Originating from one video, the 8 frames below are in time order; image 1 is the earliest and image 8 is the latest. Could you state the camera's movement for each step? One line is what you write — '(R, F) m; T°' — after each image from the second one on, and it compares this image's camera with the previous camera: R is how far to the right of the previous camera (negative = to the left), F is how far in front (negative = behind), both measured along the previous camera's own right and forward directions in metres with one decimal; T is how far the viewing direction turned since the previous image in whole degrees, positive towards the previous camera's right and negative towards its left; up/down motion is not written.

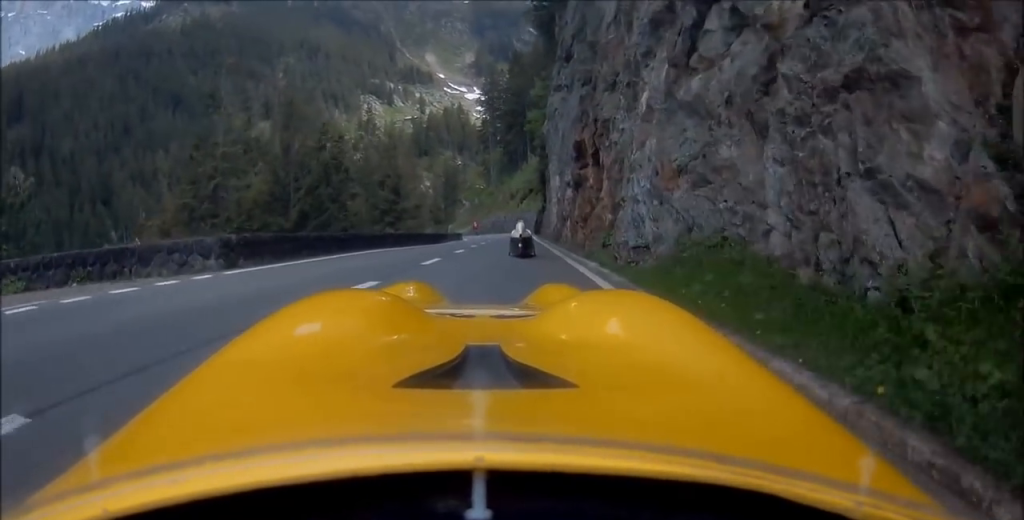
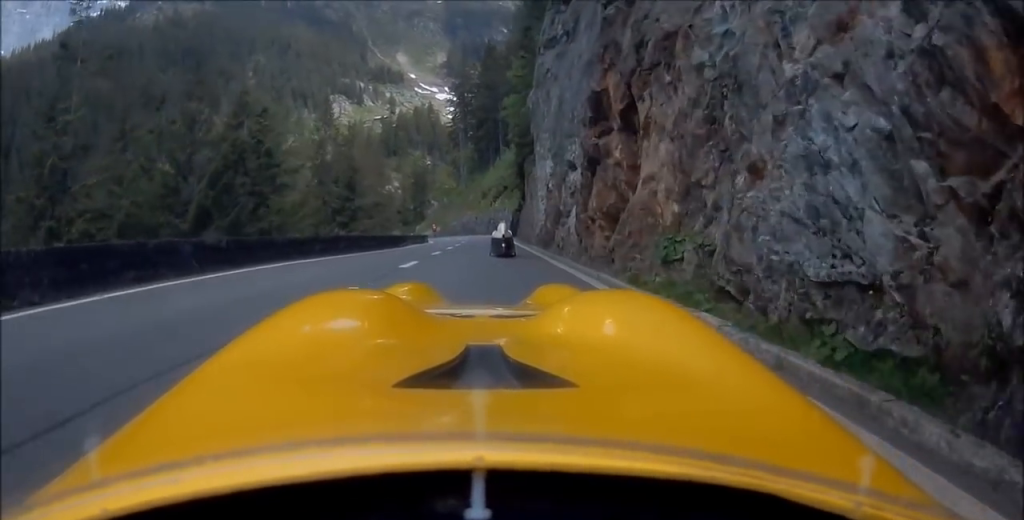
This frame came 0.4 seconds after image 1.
(0.0, +8.1) m; -1°
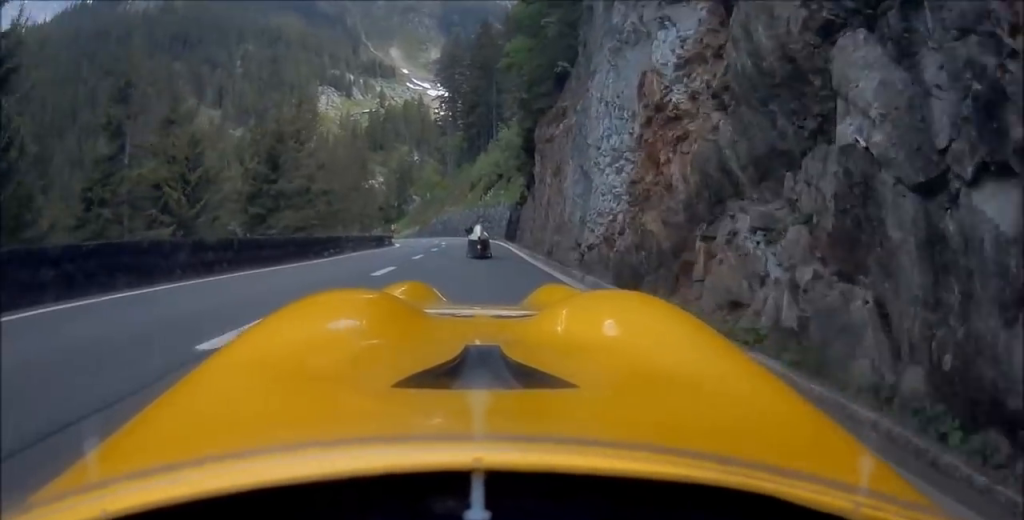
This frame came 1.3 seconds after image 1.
(0.0, +16.9) m; -2°
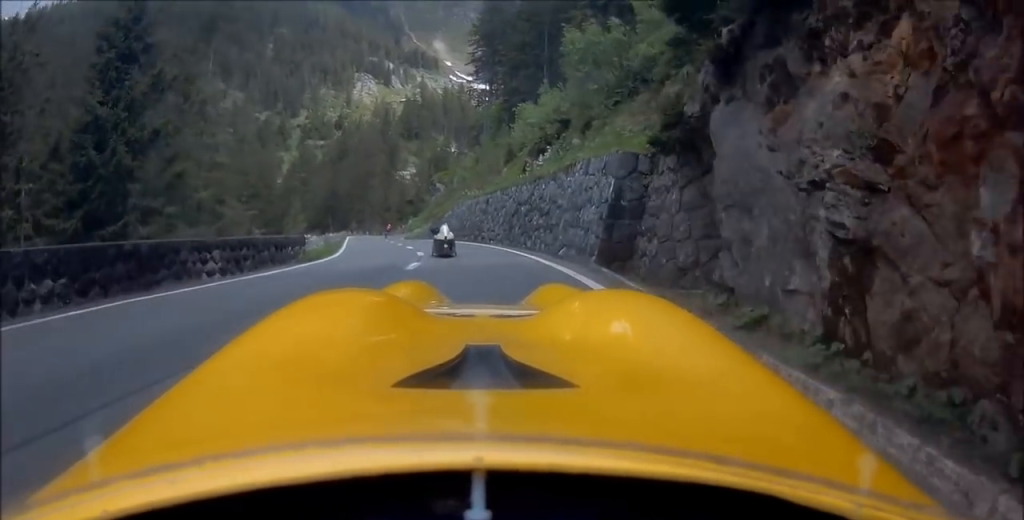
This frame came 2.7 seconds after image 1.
(-1.1, +28.6) m; -6°
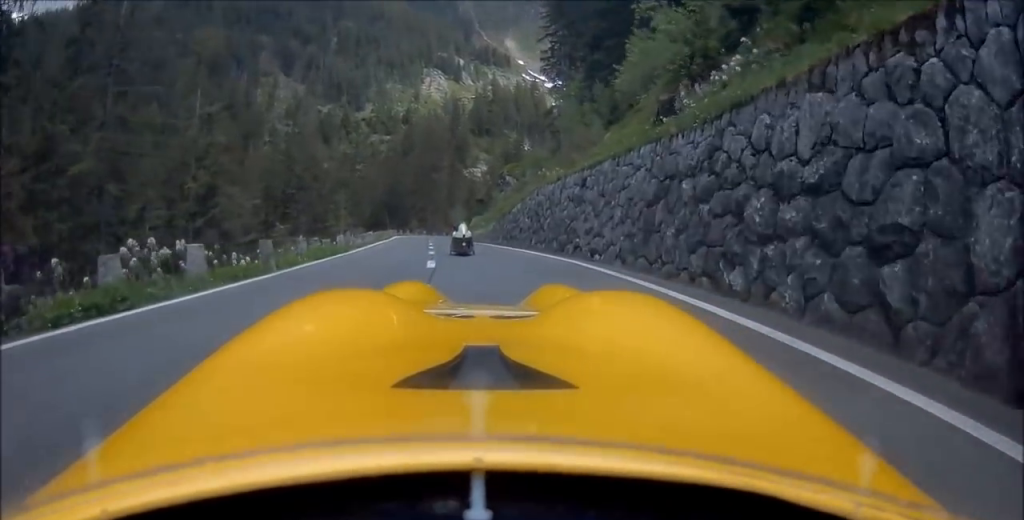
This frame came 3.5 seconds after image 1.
(-0.5, +15.6) m; -11°
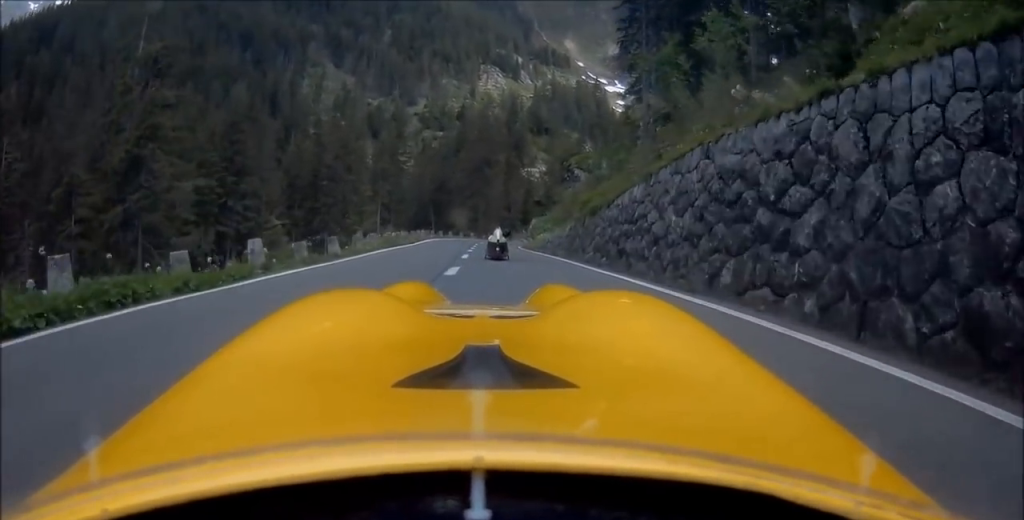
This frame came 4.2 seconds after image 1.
(-0.8, +16.4) m; -20°
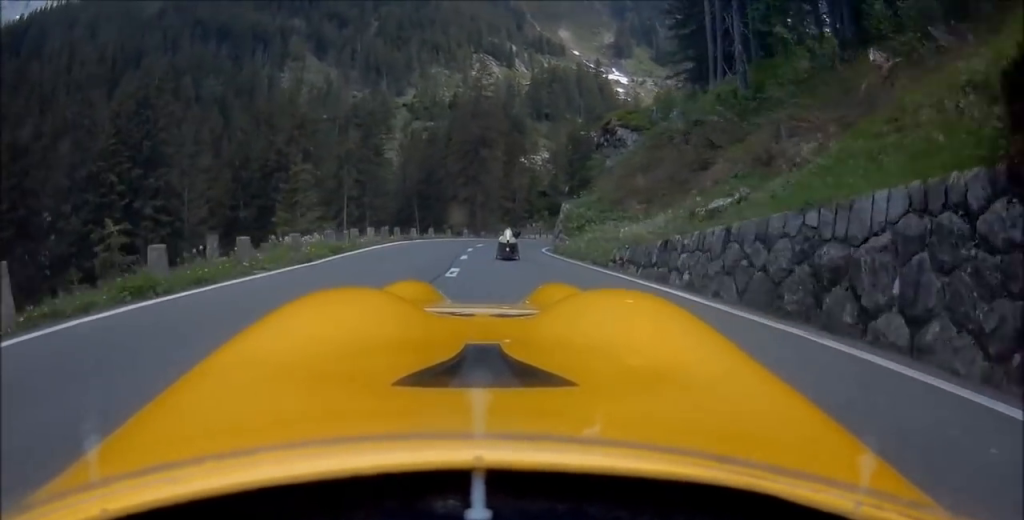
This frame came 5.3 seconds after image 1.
(-8.8, +23.0) m; -25°
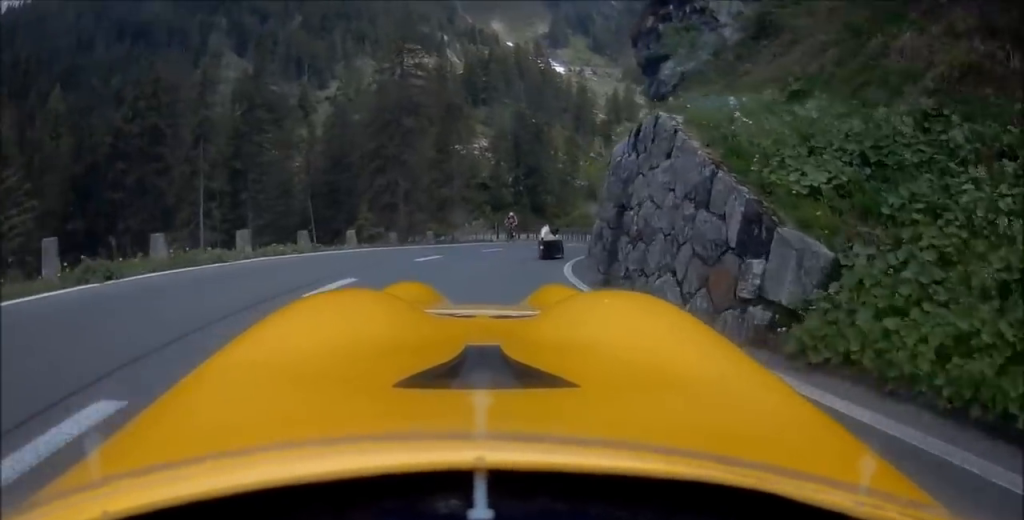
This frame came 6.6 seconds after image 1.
(+1.5, +29.6) m; +29°
